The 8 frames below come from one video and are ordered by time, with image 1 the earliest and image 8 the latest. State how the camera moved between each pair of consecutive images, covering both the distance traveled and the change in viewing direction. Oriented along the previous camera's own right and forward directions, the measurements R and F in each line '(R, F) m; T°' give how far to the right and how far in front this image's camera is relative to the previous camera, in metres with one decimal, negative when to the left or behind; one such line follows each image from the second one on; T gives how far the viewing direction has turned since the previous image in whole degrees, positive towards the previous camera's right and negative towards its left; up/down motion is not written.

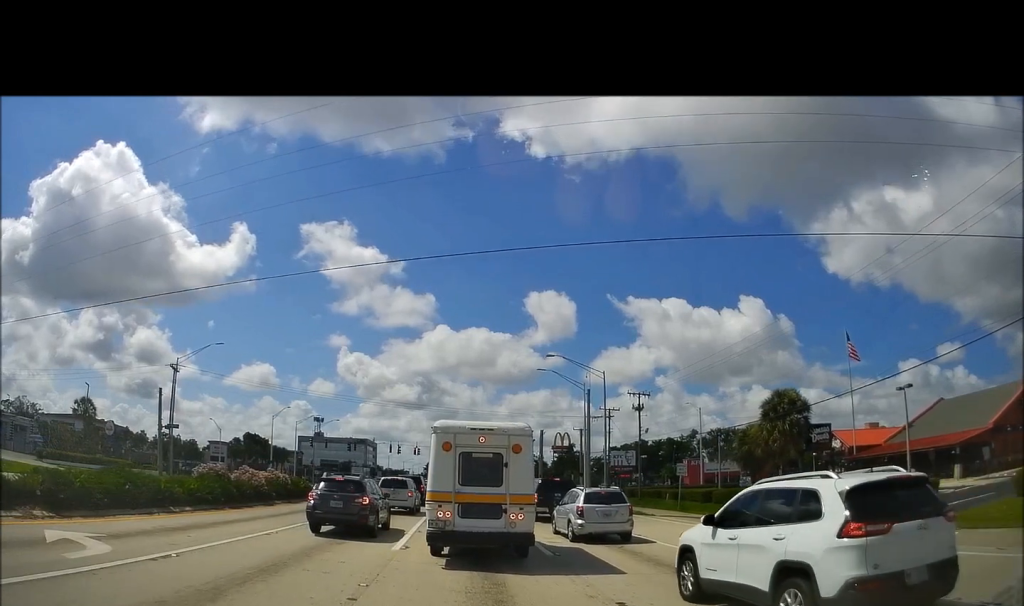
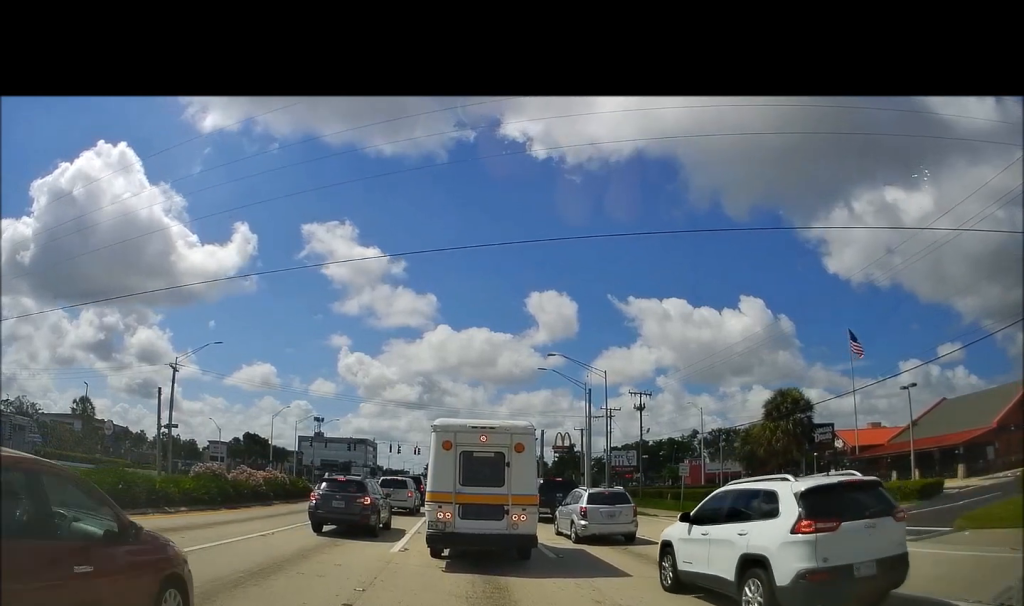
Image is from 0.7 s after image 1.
(0.0, +1.3) m; 0°
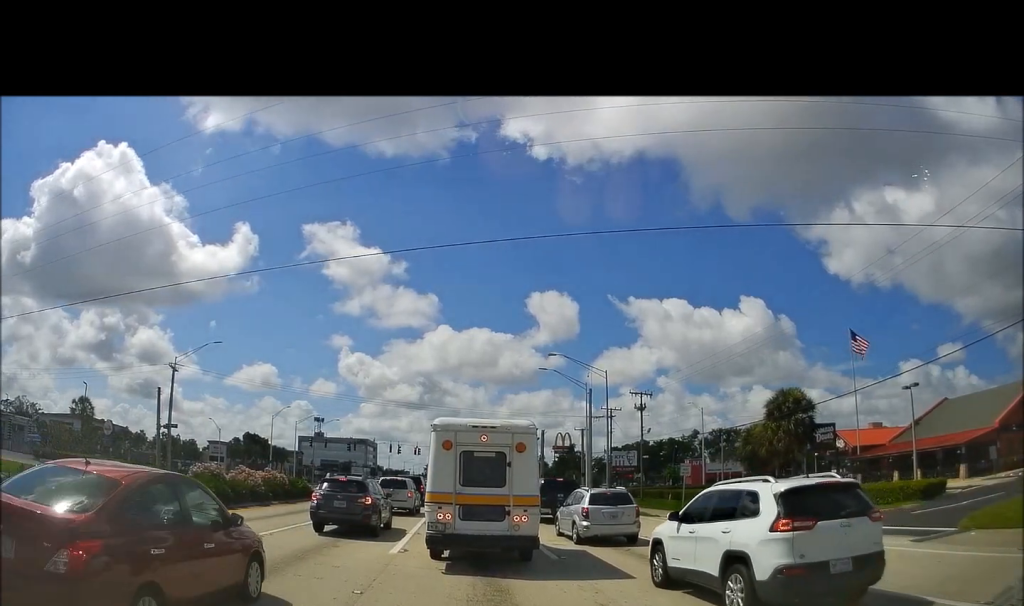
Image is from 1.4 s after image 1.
(0.0, +1.1) m; 0°
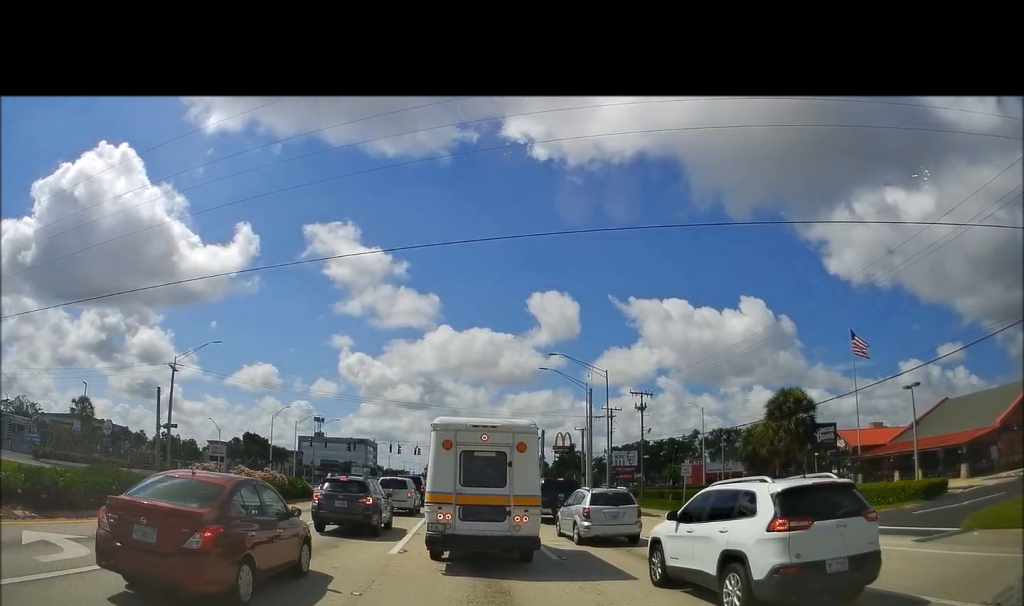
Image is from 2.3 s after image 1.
(+0.1, +1.3) m; 0°
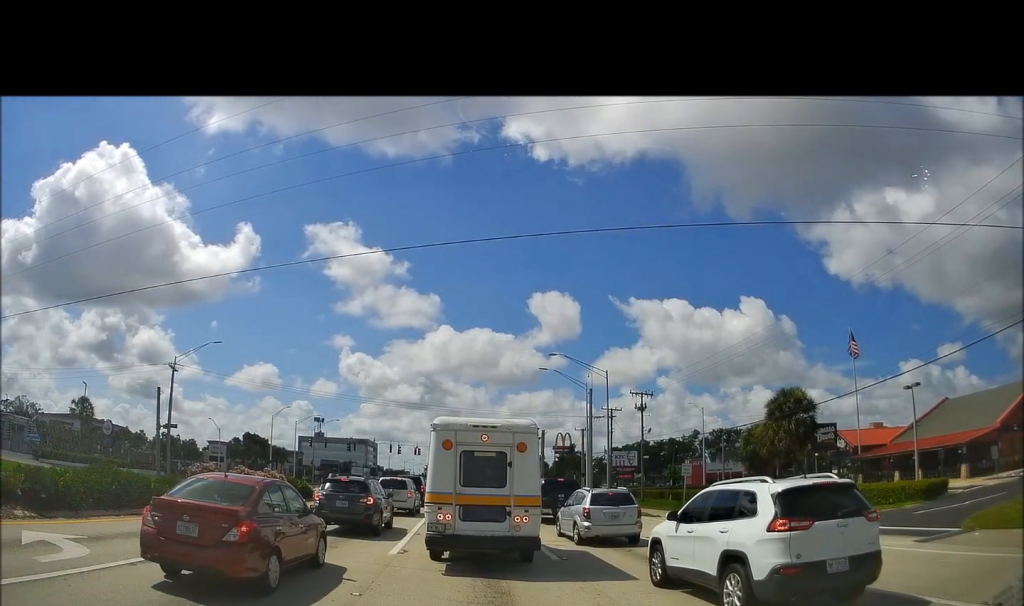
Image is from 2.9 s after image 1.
(+0.4, +0.2) m; 0°
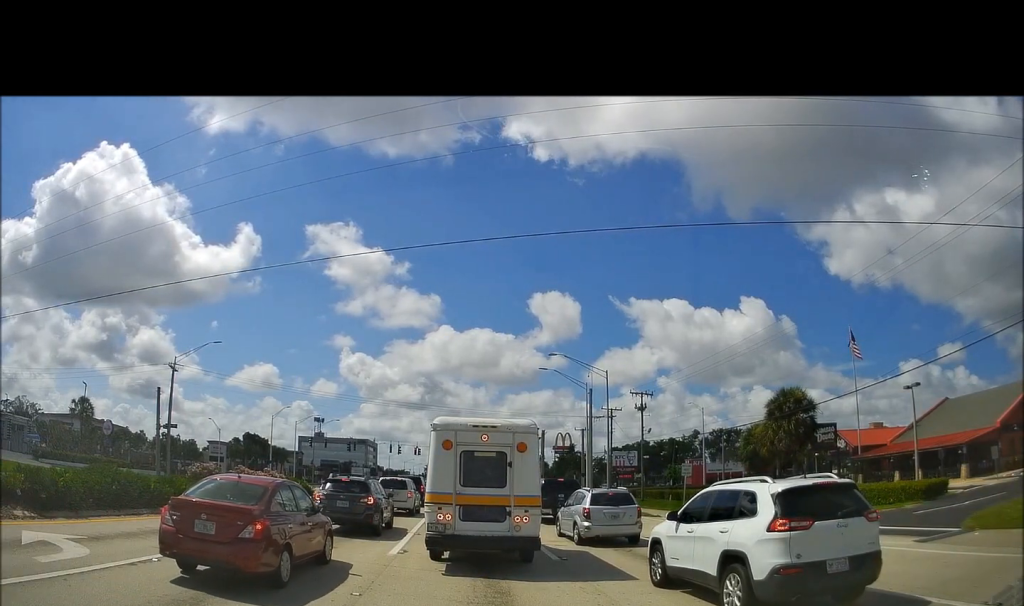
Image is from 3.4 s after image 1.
(+0.2, +0.1) m; 0°
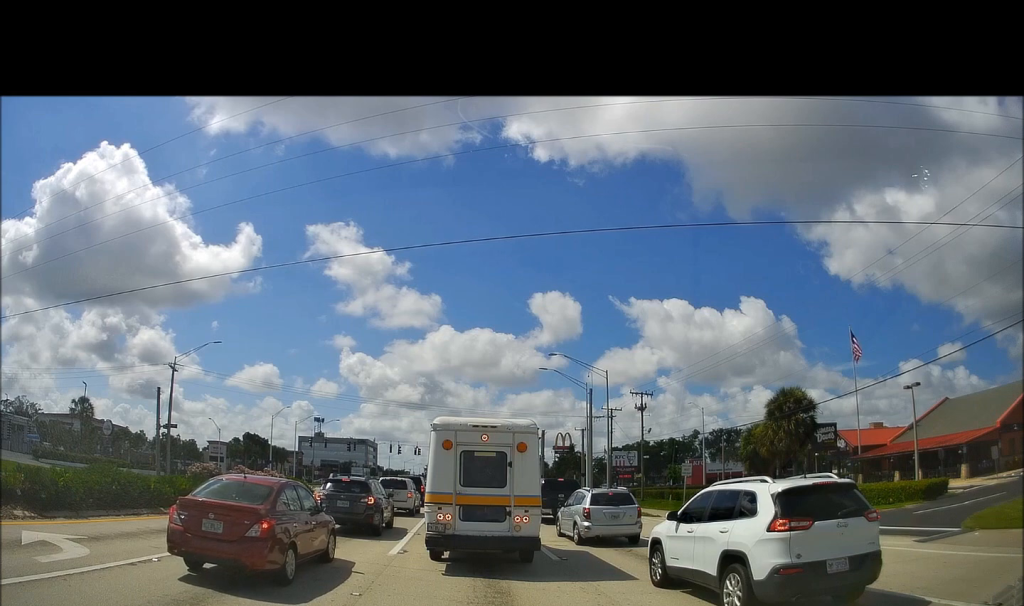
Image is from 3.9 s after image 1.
(0.0, 0.0) m; 0°
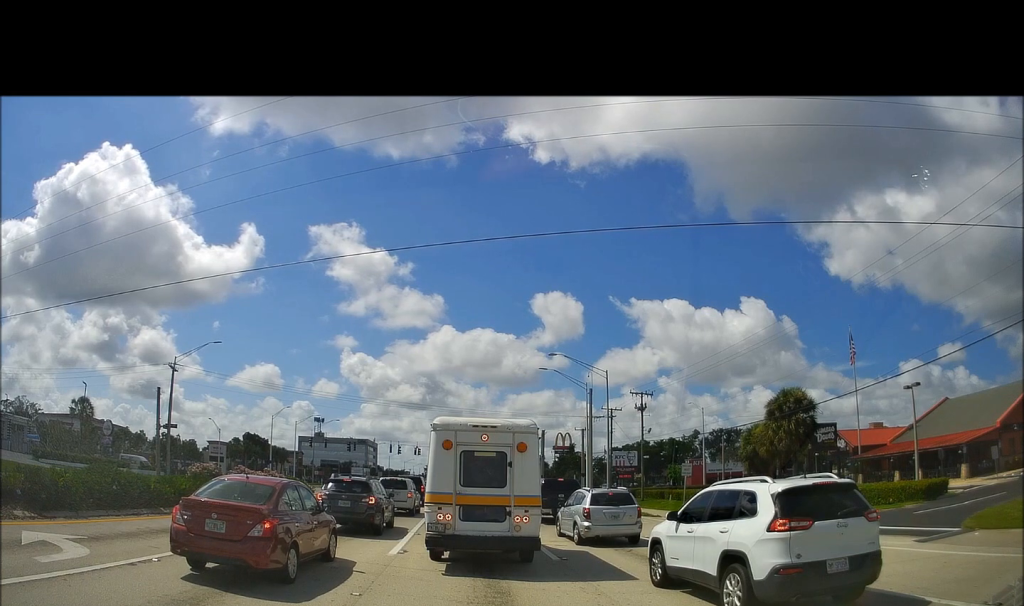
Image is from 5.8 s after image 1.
(0.0, 0.0) m; 0°
